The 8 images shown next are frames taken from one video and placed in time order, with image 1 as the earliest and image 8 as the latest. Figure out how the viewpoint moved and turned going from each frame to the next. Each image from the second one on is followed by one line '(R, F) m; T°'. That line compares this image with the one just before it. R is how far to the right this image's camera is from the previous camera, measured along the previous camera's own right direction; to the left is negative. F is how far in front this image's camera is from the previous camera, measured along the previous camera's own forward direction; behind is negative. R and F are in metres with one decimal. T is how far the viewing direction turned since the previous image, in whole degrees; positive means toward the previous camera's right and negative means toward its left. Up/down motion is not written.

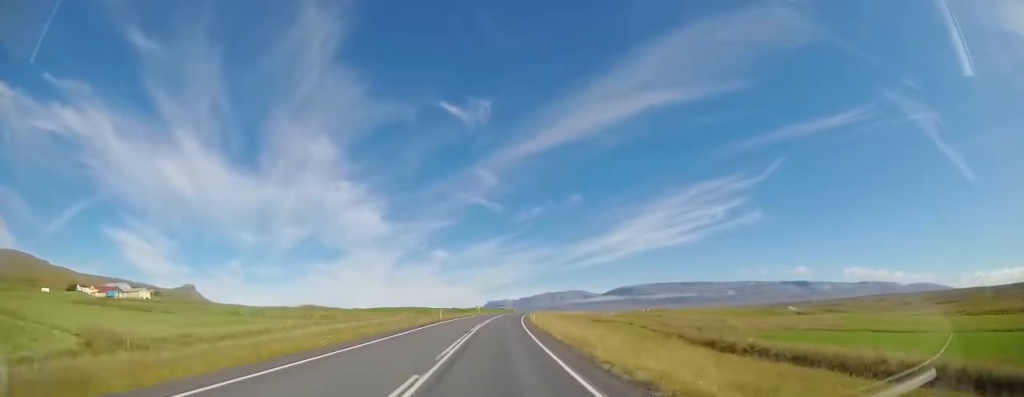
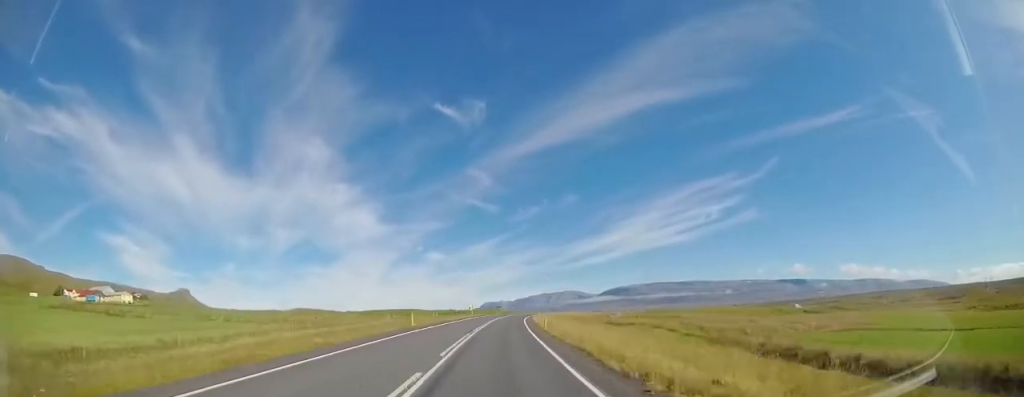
(0.0, +11.7) m; 0°
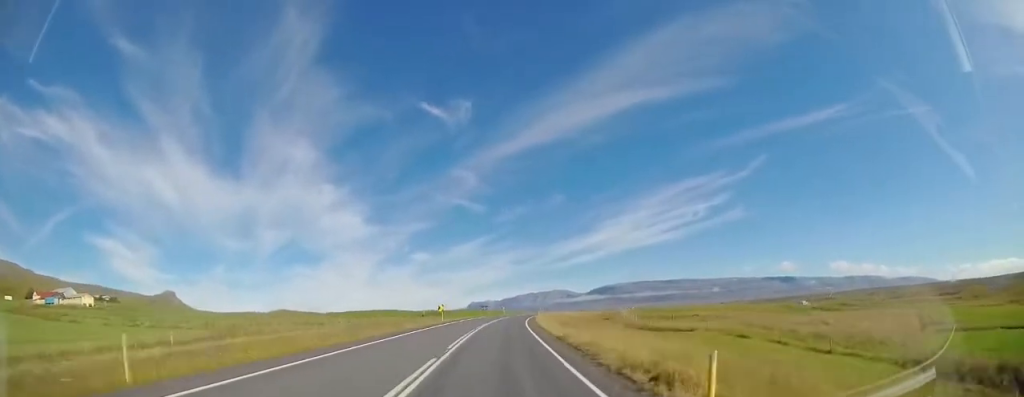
(-0.1, +21.5) m; +3°
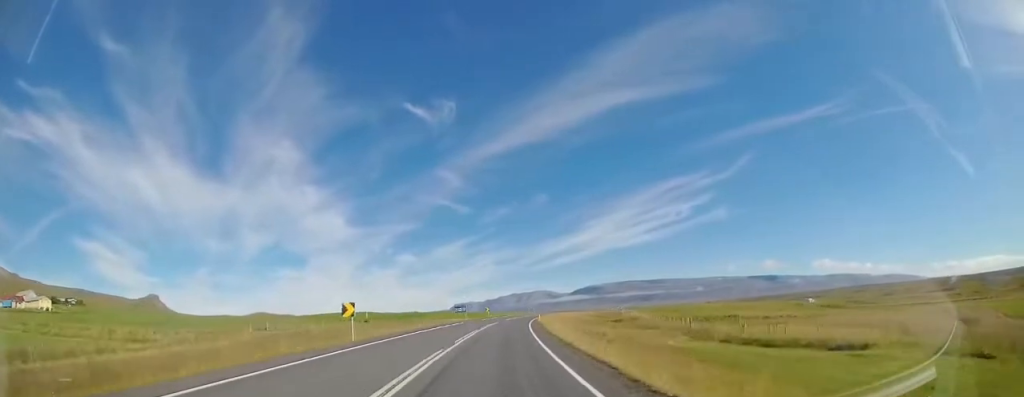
(+1.4, +22.0) m; +3°
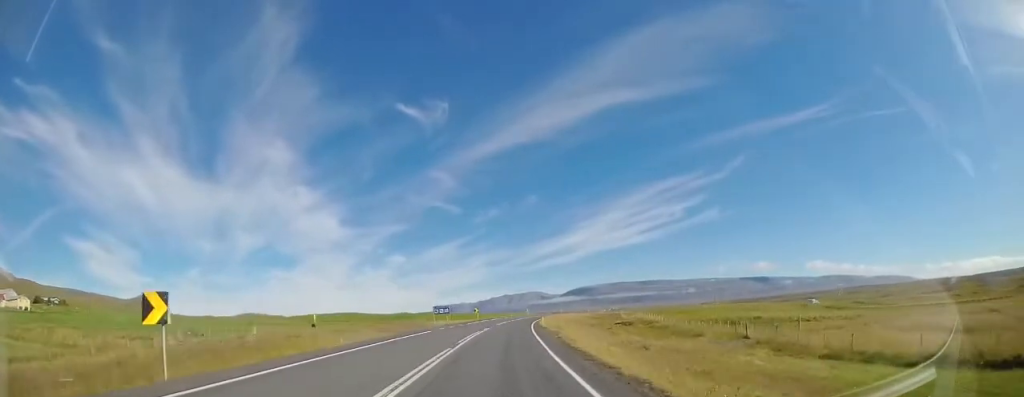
(-0.1, +10.8) m; 0°
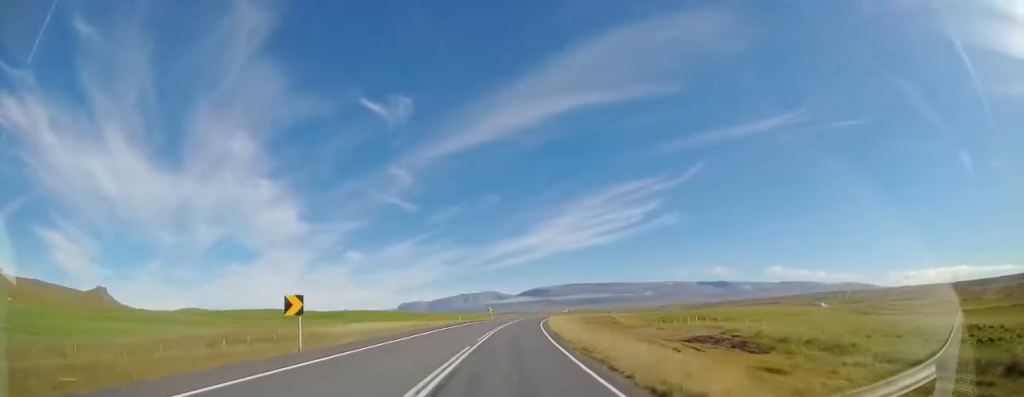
(+1.1, +44.5) m; +6°
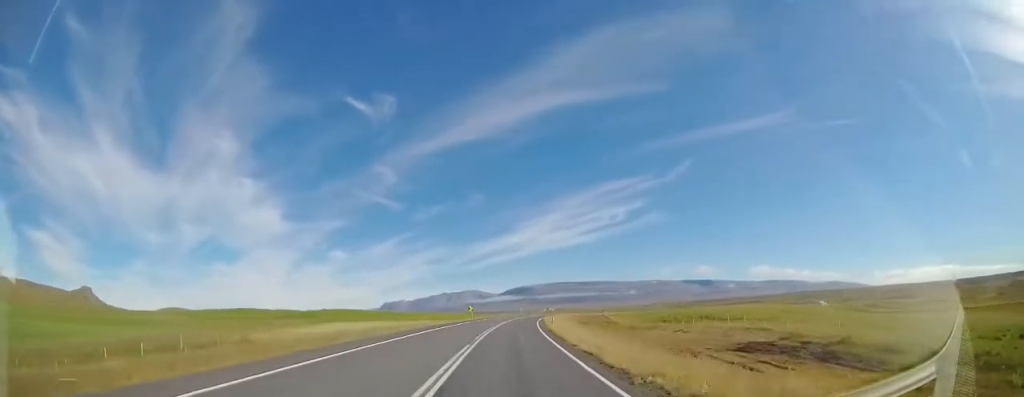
(-0.1, +11.5) m; +3°
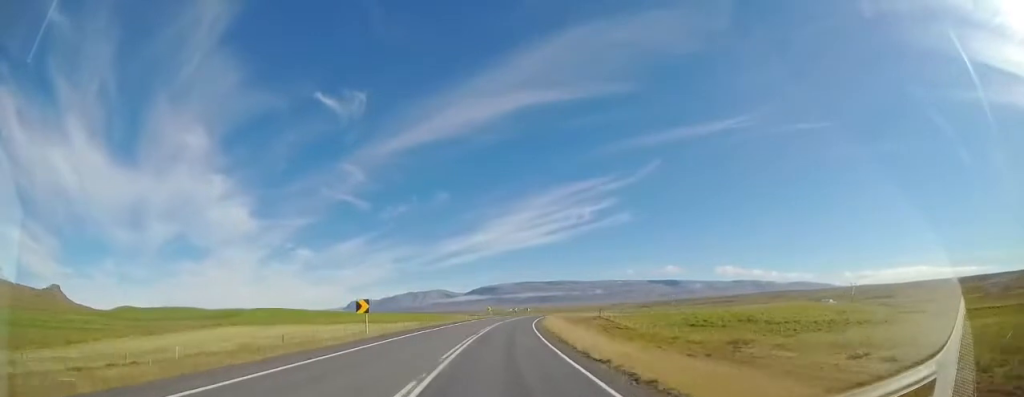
(+1.7, +31.0) m; +4°
